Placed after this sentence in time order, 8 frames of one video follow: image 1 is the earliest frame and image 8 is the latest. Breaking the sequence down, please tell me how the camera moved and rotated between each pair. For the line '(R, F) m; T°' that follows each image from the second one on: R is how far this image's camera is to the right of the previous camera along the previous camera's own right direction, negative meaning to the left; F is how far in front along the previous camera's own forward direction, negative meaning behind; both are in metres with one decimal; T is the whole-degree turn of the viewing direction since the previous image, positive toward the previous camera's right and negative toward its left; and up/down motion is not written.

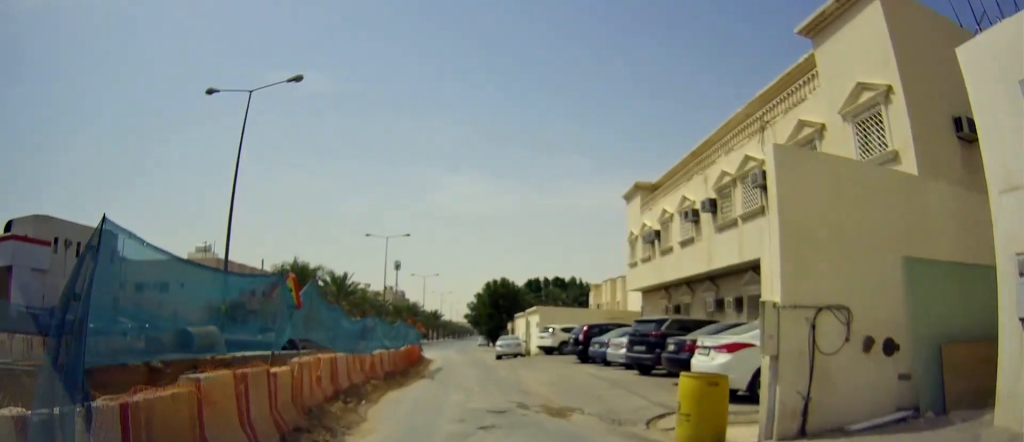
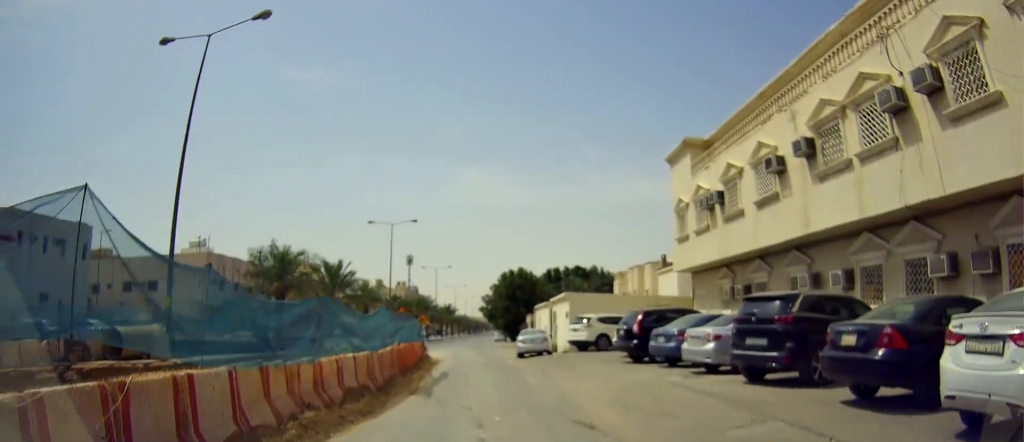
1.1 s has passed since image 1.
(-0.1, +6.1) m; -2°
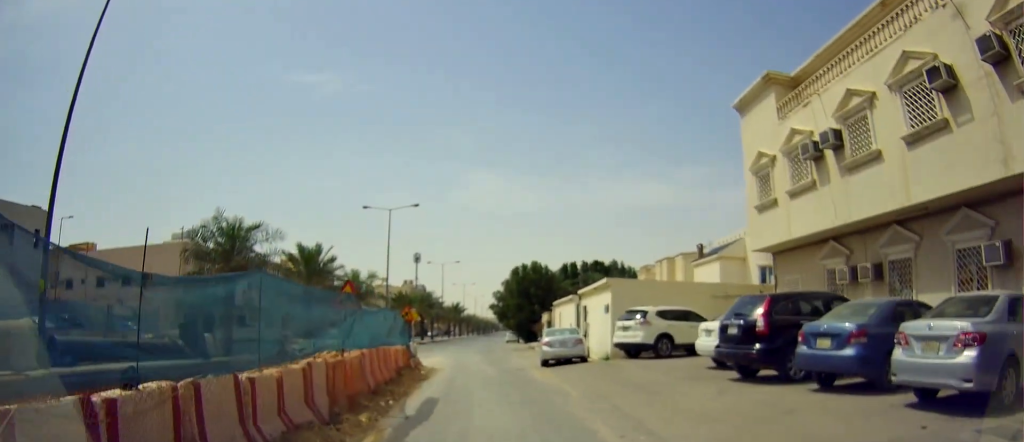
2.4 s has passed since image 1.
(-0.4, +7.2) m; -3°
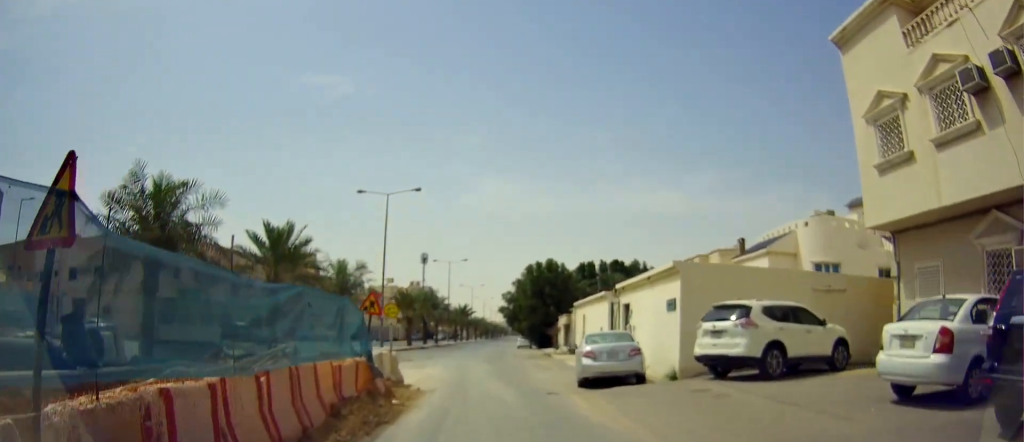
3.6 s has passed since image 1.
(+0.3, +6.5) m; -1°
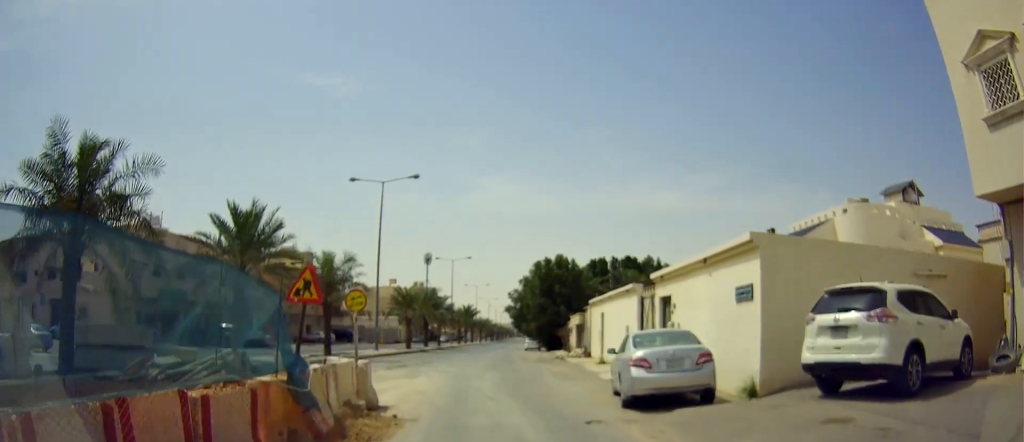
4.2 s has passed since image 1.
(-0.2, +4.2) m; -2°
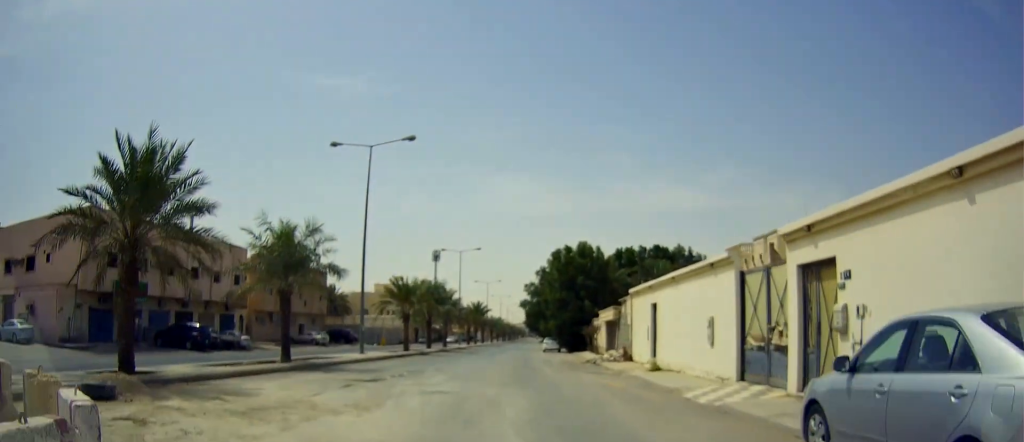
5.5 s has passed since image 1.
(-0.3, +8.1) m; 0°
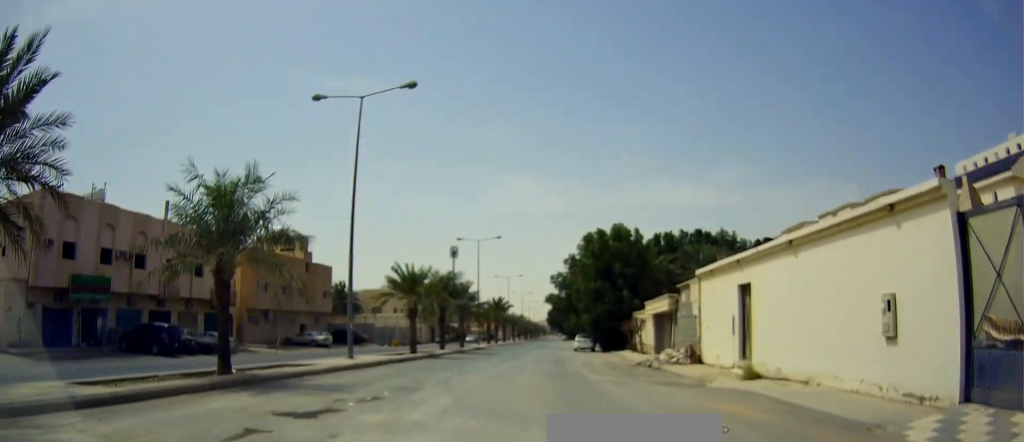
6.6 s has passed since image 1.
(+0.2, +7.0) m; +3°
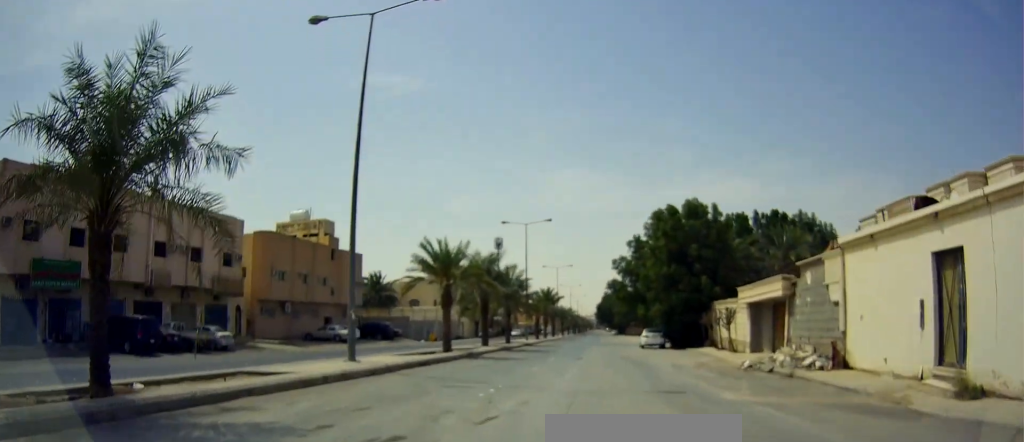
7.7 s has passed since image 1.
(+0.2, +7.8) m; -3°
